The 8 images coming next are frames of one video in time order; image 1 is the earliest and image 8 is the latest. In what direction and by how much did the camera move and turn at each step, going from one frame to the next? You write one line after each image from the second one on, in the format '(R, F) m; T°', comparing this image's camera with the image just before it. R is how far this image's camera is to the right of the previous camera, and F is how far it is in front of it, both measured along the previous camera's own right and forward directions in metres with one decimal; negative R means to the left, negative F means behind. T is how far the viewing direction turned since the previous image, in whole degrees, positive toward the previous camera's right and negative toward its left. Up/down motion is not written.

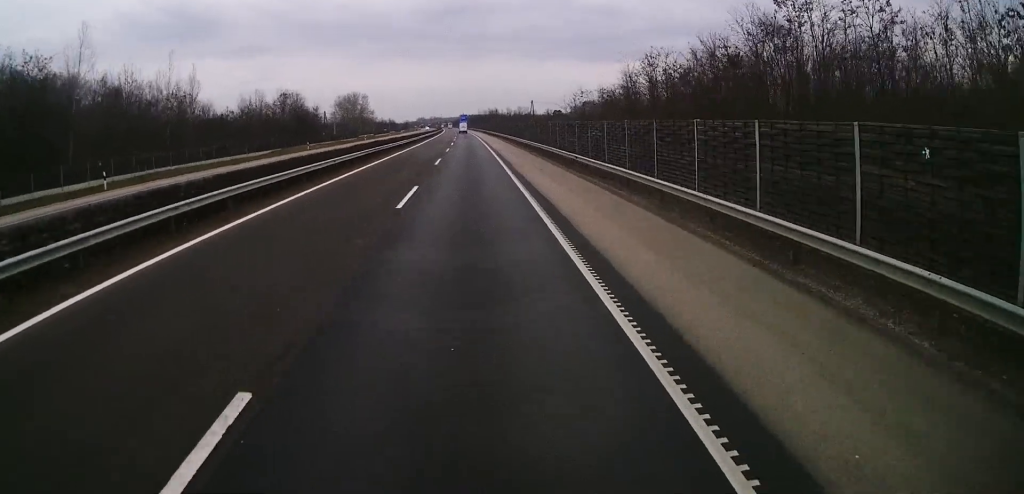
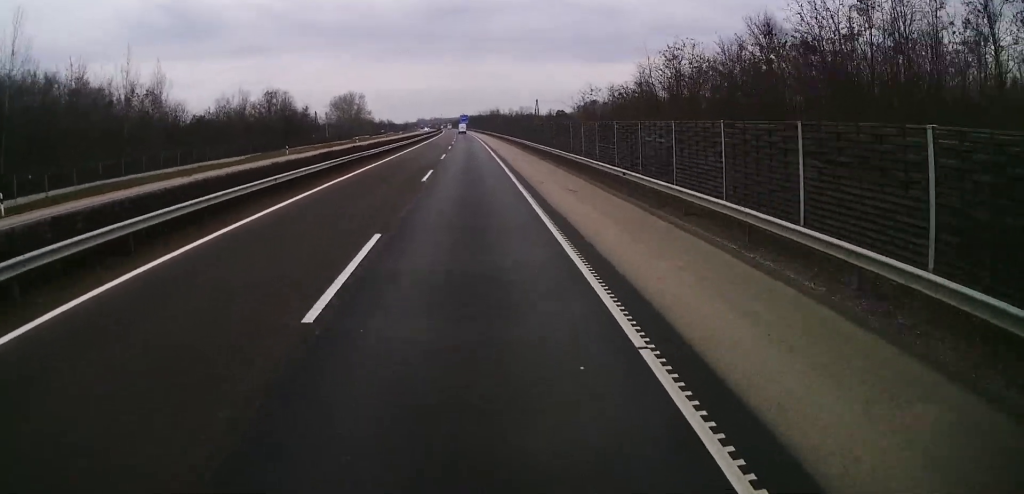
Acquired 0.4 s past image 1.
(0.0, +10.1) m; -1°
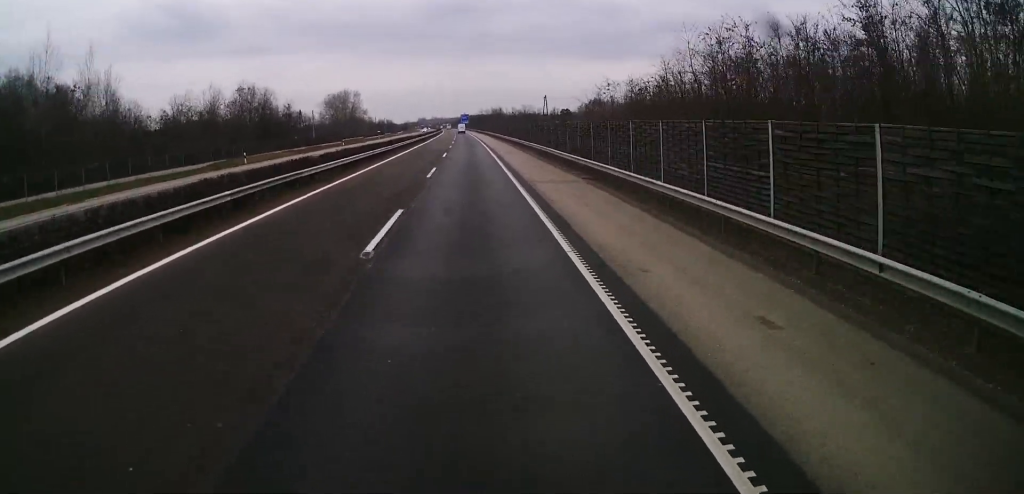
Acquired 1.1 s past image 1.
(-0.2, +14.8) m; 0°
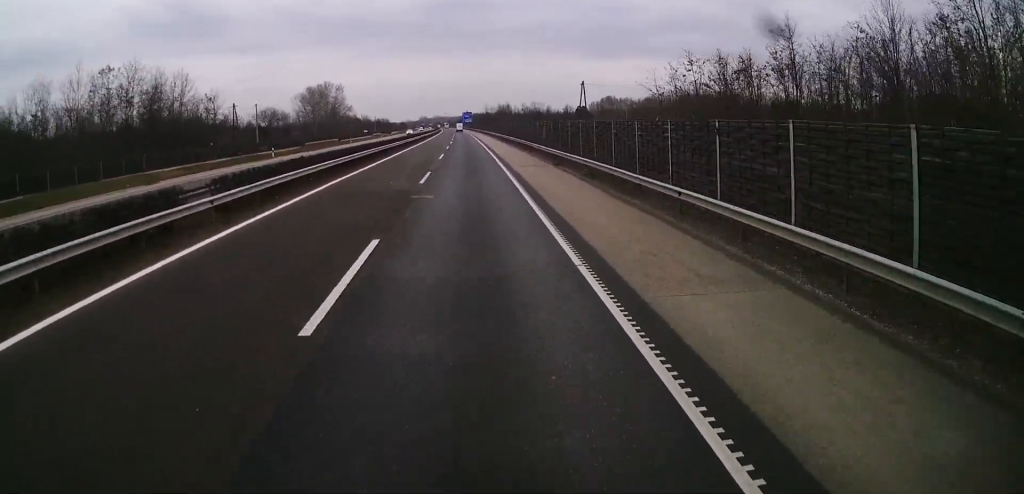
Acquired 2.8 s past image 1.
(+0.5, +41.2) m; +1°
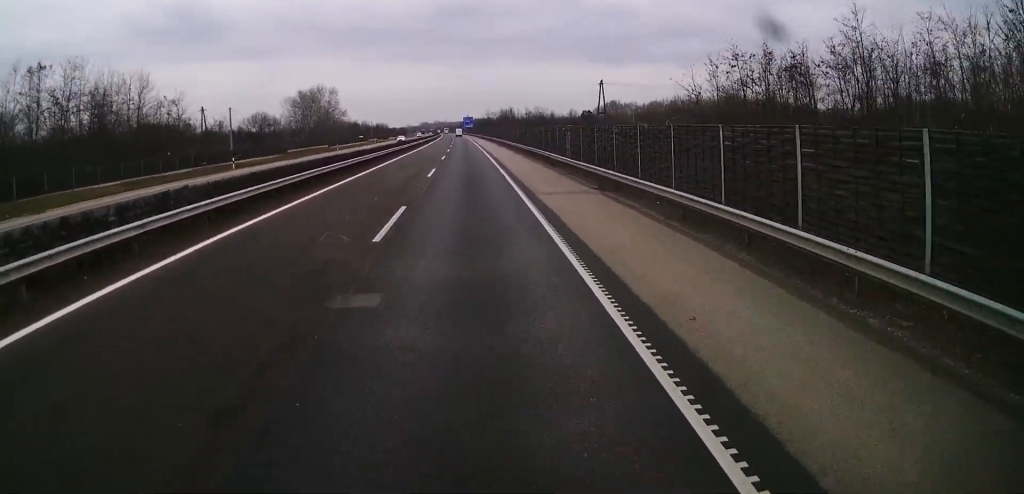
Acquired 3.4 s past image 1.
(0.0, +12.4) m; 0°
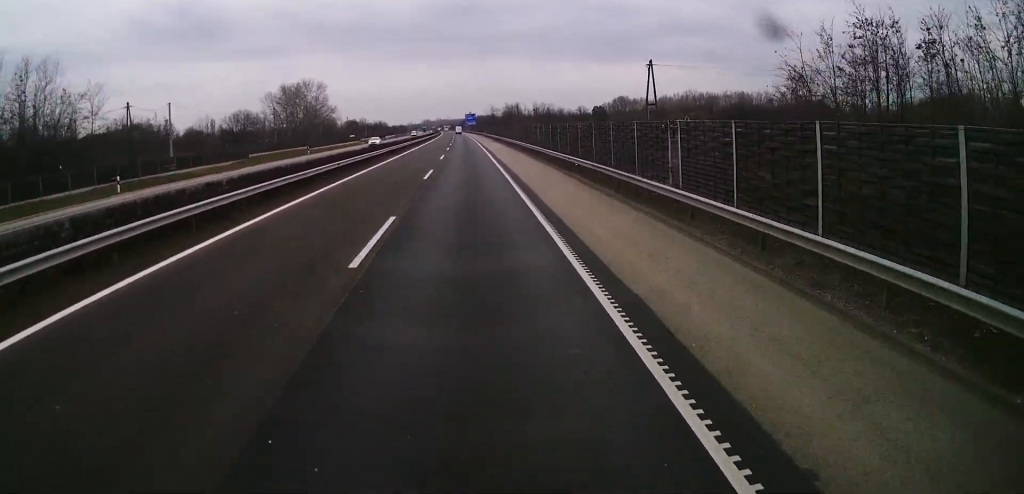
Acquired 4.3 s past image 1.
(0.0, +20.9) m; -1°
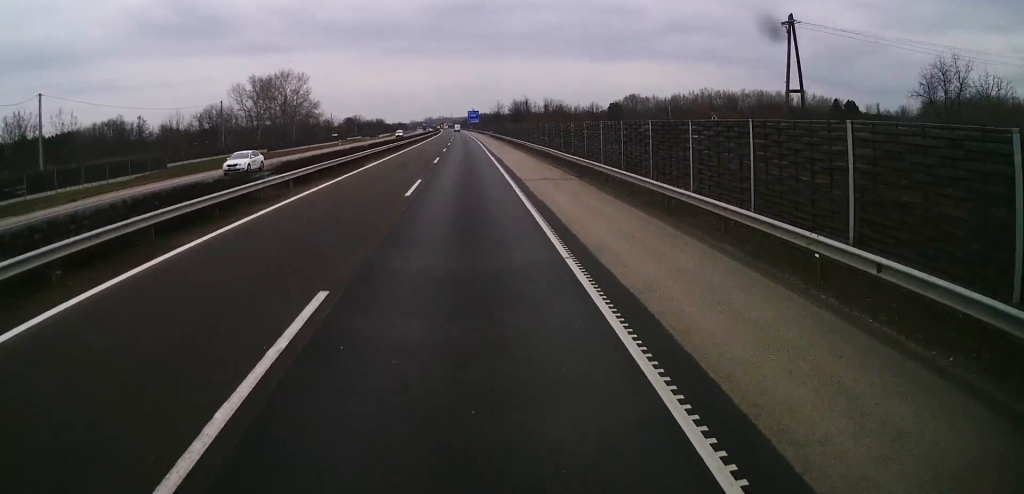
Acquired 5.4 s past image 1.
(-0.4, +26.3) m; -1°
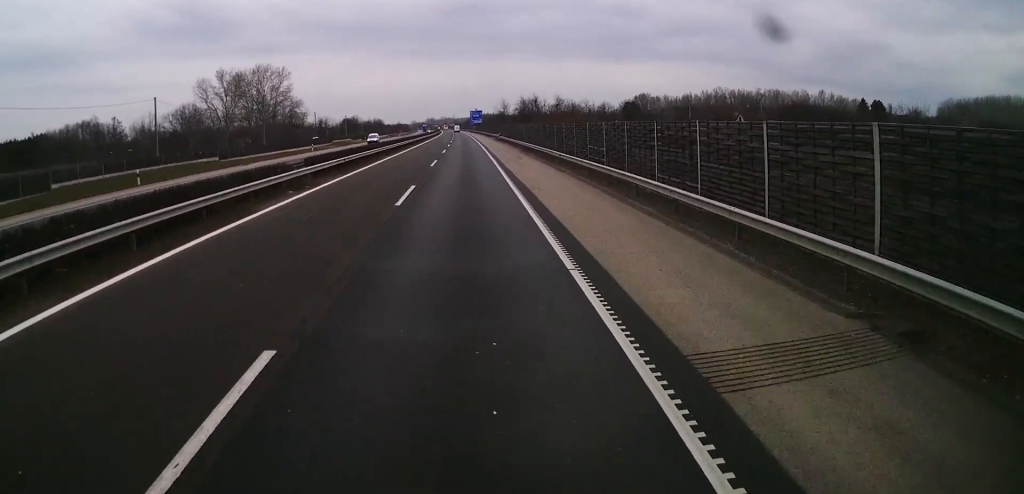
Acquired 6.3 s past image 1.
(0.0, +20.9) m; +1°
